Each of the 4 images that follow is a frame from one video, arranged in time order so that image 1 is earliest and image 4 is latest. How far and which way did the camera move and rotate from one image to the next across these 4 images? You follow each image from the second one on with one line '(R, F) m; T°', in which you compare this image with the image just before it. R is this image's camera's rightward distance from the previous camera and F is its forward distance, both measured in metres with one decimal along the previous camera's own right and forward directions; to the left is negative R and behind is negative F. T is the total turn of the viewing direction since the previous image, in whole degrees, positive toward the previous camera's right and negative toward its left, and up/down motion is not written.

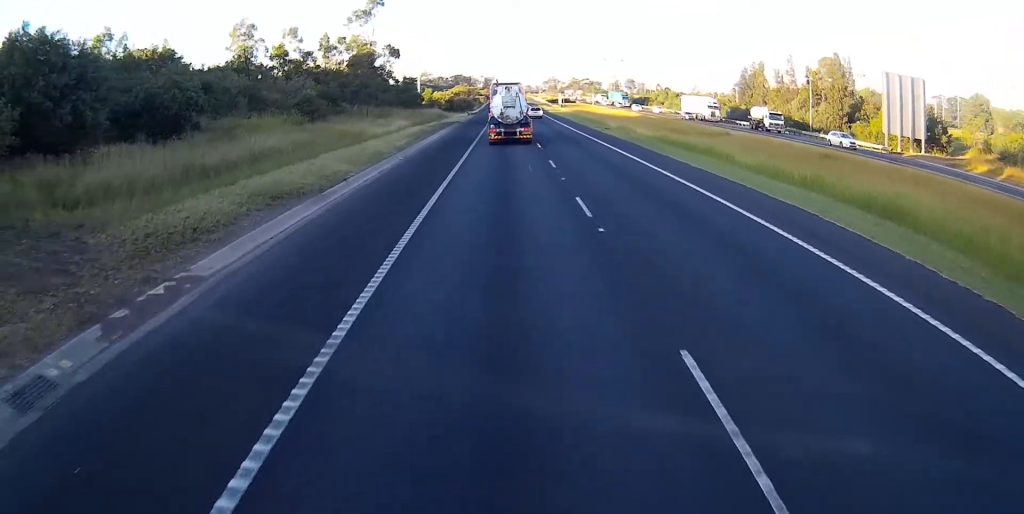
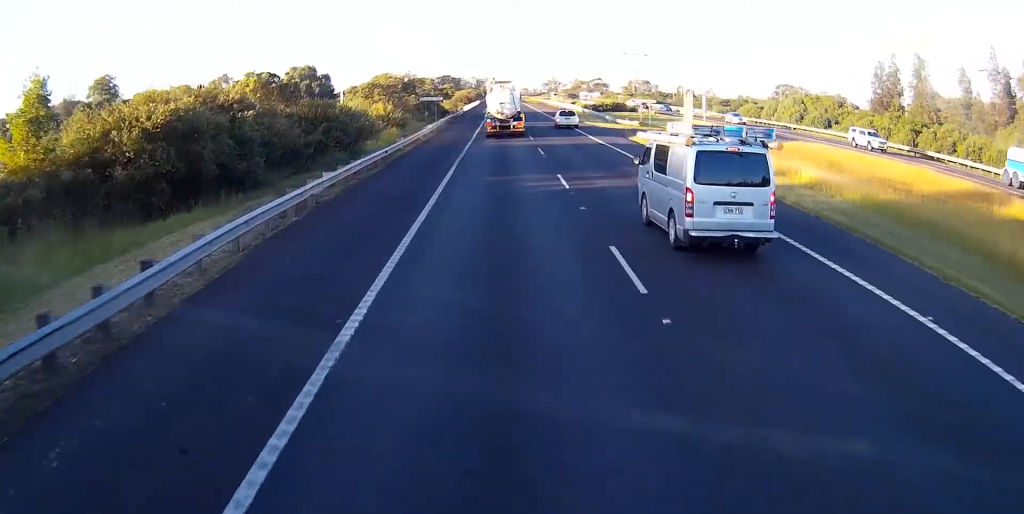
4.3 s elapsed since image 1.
(+0.6, +114.5) m; +1°
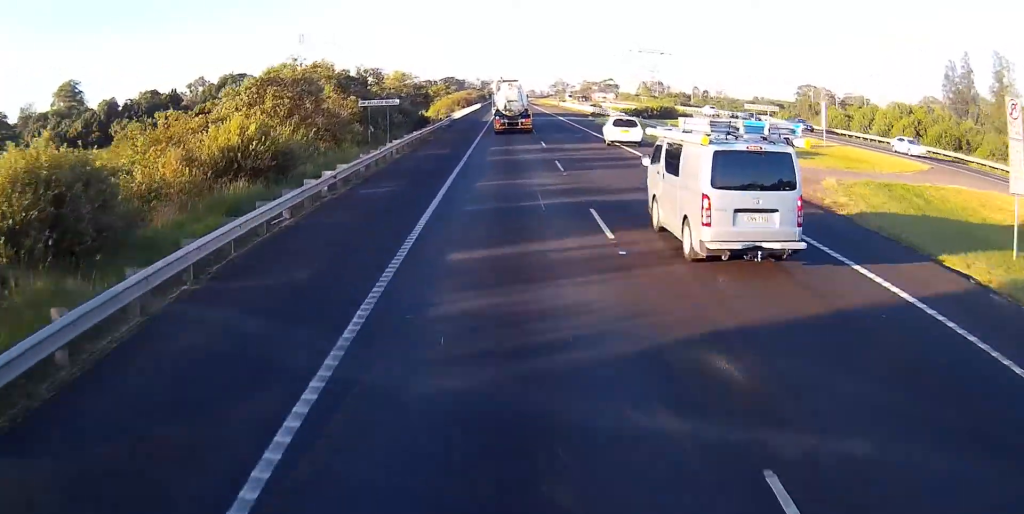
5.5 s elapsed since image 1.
(0.0, +32.4) m; 0°
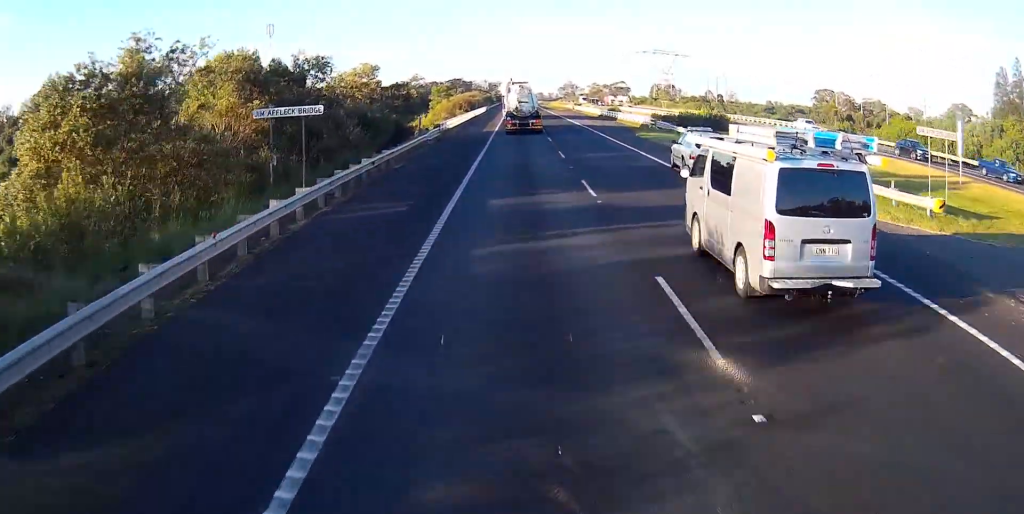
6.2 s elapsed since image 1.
(-0.1, +17.8) m; 0°
